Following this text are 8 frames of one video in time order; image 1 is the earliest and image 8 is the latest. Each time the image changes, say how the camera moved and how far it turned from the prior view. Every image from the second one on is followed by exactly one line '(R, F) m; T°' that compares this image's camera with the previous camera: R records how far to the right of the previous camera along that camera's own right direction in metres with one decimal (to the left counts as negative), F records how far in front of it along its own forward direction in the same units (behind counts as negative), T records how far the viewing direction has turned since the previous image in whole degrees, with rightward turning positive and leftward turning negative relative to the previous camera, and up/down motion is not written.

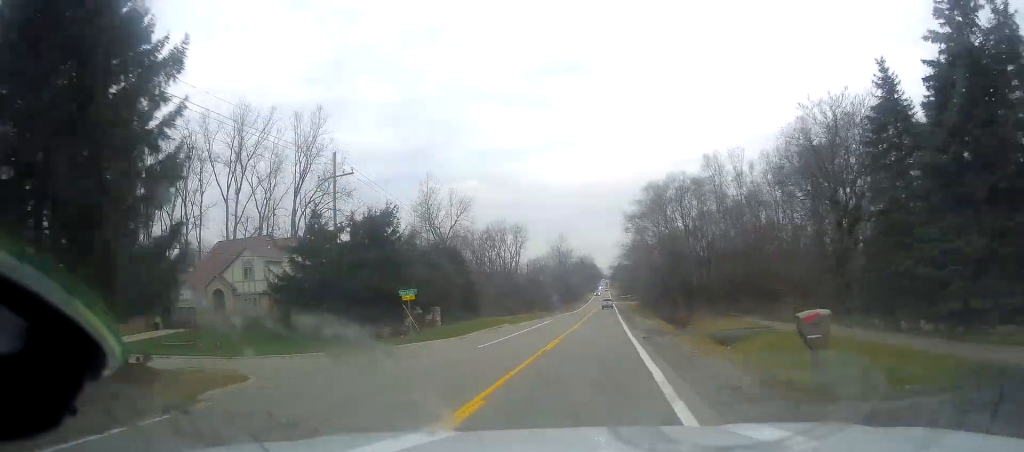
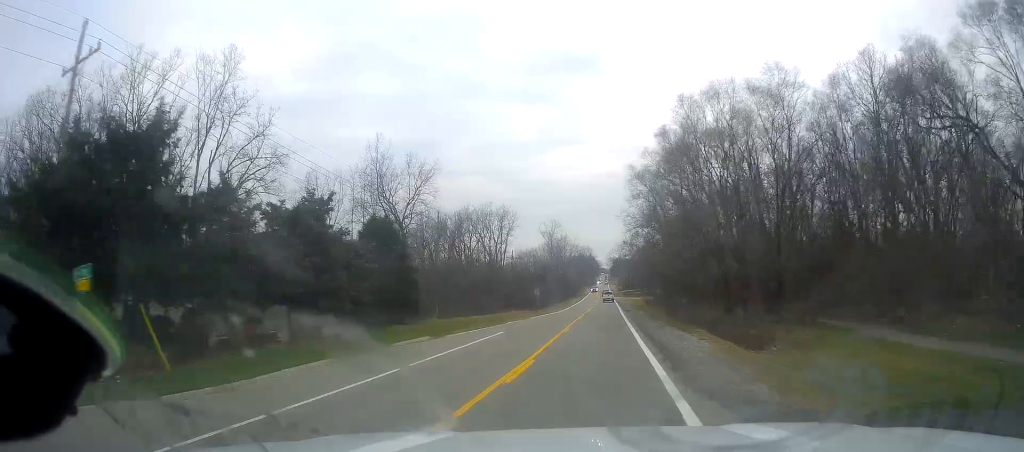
(+0.2, +24.7) m; 0°
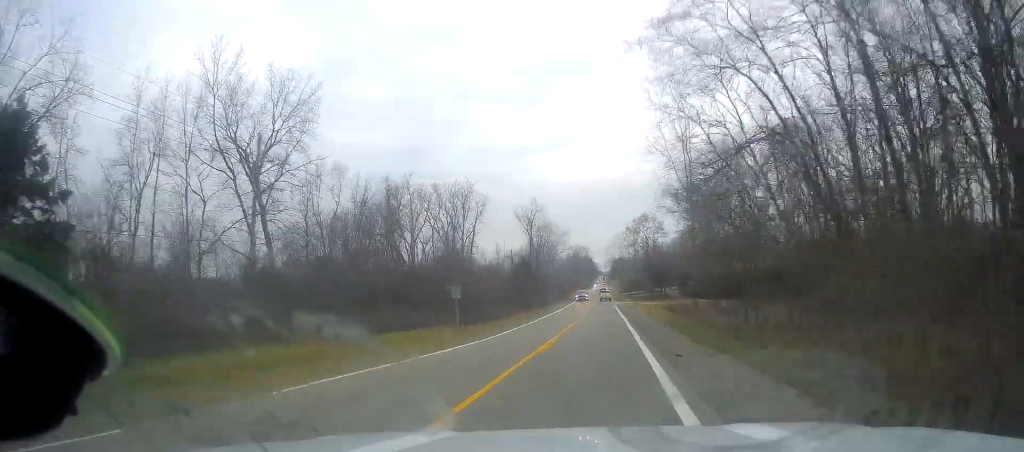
(+0.3, +39.5) m; +1°
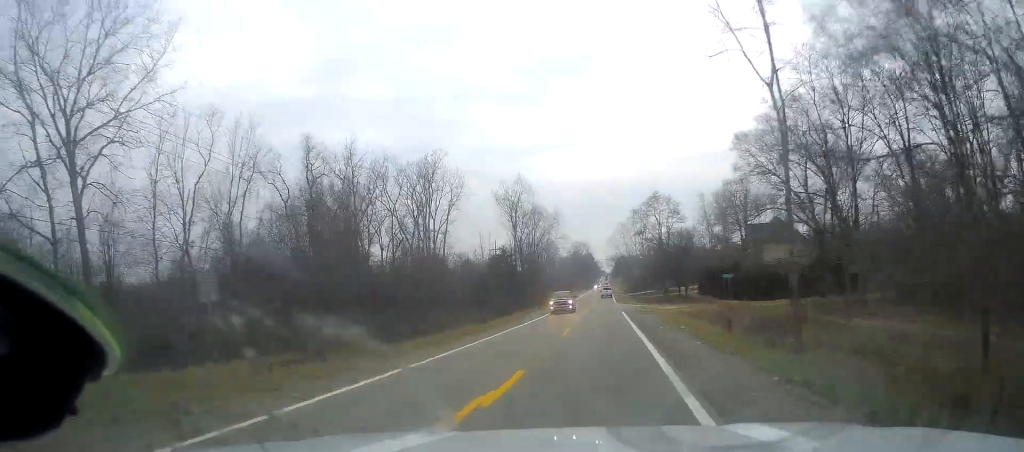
(-0.1, +23.9) m; -1°
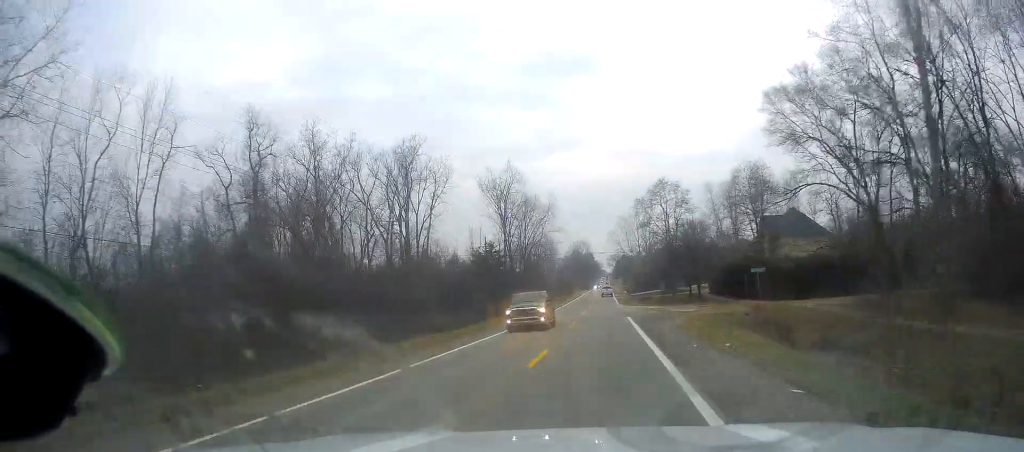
(+0.3, +10.5) m; -1°
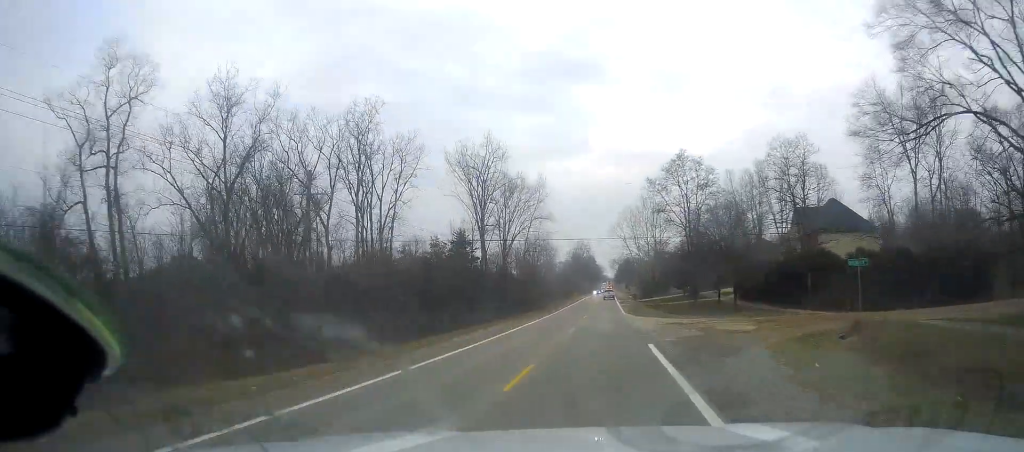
(-0.6, +18.2) m; -2°
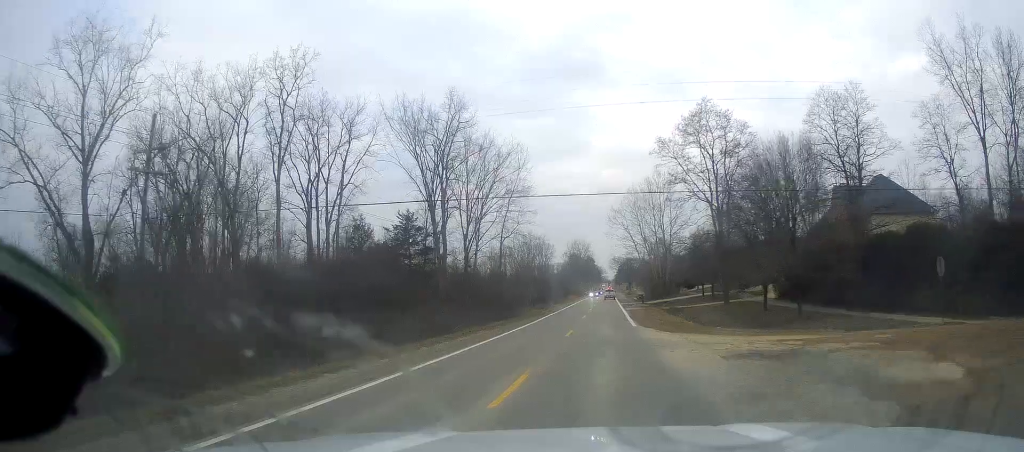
(-0.1, +17.0) m; +1°
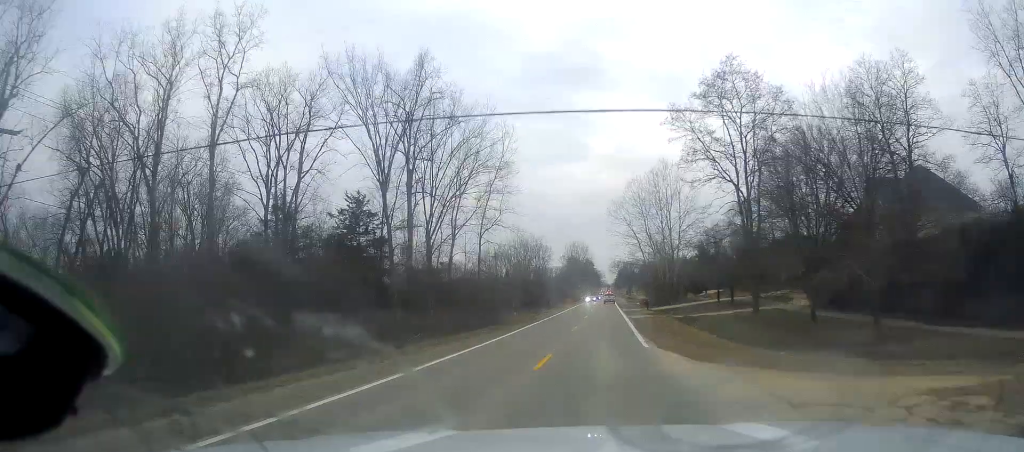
(-0.1, +9.9) m; +1°
